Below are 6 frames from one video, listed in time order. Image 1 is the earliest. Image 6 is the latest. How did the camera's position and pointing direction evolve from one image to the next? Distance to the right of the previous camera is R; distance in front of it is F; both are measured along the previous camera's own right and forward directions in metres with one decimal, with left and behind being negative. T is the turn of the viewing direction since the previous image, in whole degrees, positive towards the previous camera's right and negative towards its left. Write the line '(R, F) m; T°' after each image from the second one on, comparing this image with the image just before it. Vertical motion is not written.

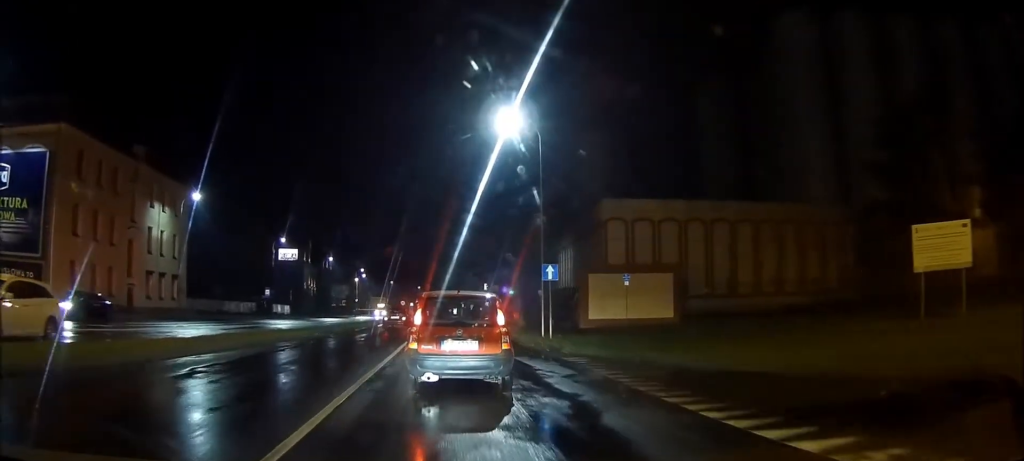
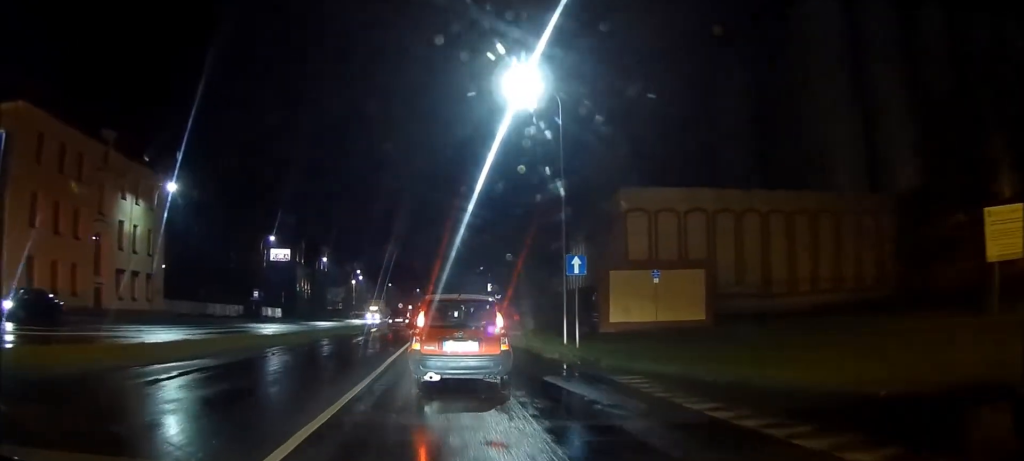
(0.0, +6.4) m; 0°
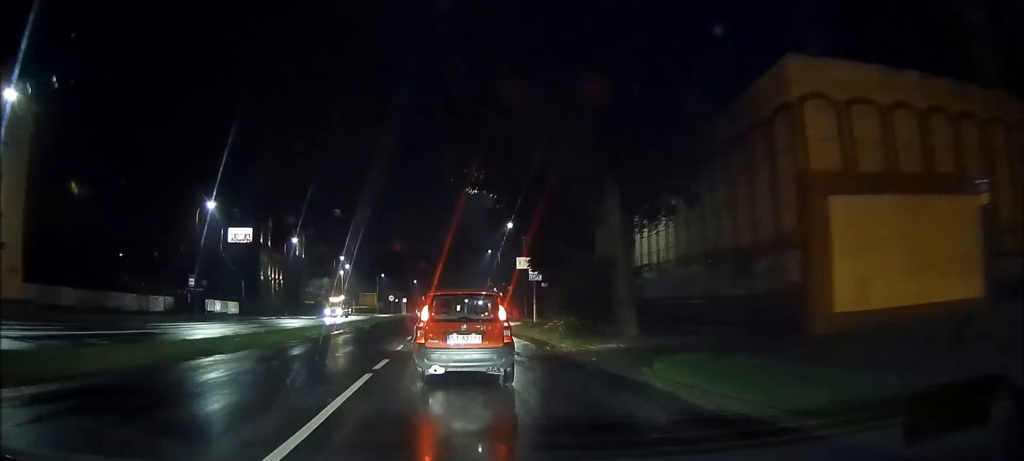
(+0.2, +23.7) m; 0°
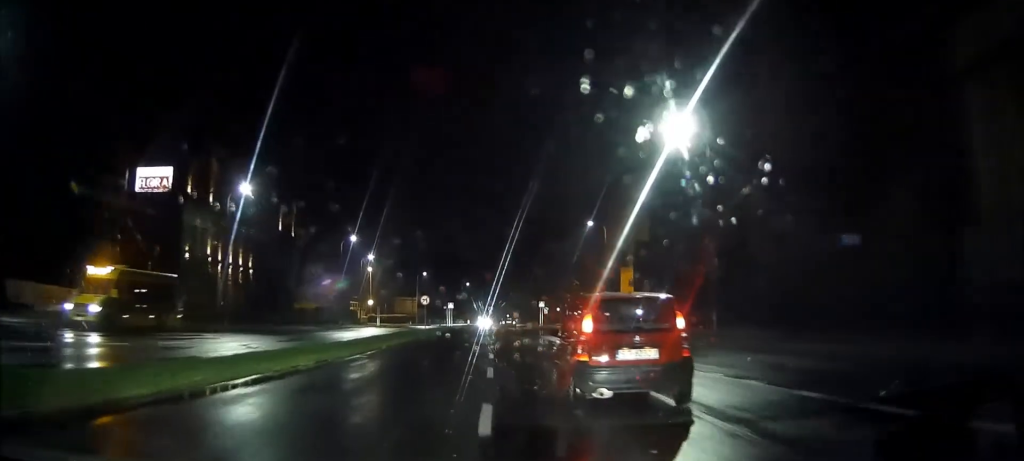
(-0.8, +47.0) m; +1°
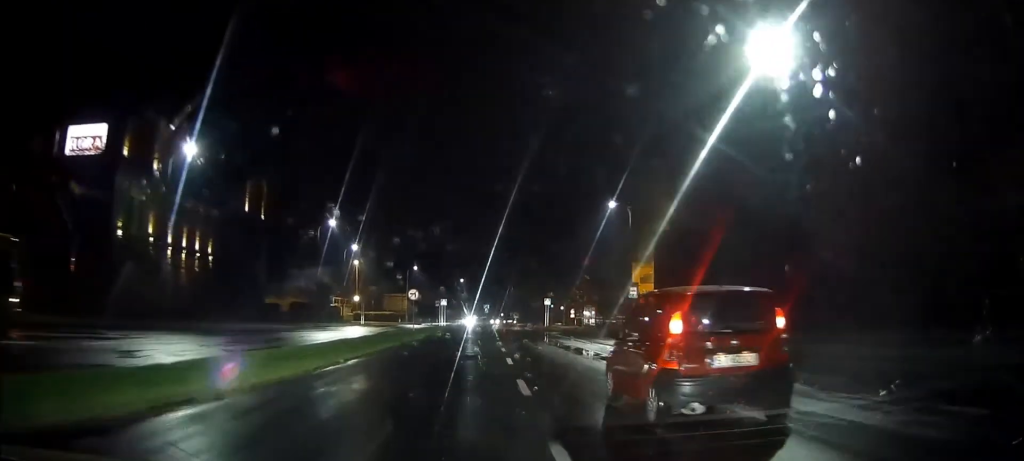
(+0.2, +11.4) m; +1°
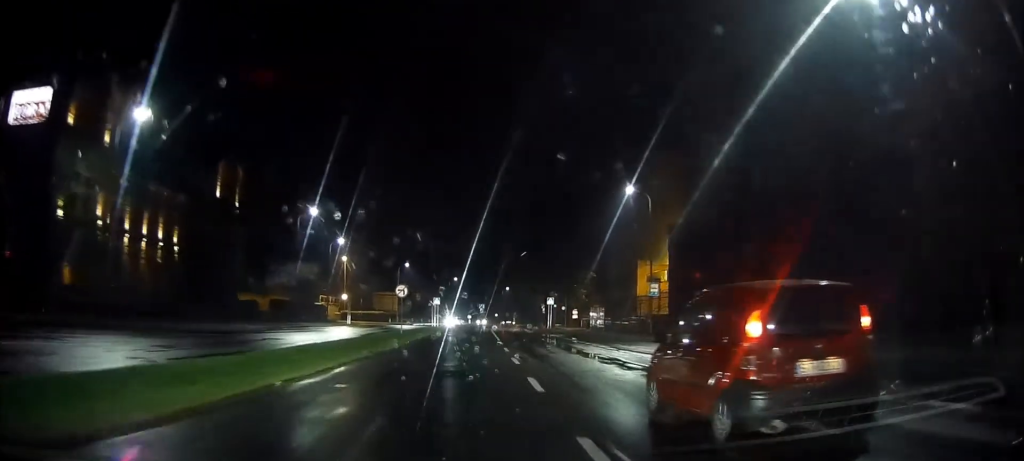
(0.0, +7.1) m; 0°
